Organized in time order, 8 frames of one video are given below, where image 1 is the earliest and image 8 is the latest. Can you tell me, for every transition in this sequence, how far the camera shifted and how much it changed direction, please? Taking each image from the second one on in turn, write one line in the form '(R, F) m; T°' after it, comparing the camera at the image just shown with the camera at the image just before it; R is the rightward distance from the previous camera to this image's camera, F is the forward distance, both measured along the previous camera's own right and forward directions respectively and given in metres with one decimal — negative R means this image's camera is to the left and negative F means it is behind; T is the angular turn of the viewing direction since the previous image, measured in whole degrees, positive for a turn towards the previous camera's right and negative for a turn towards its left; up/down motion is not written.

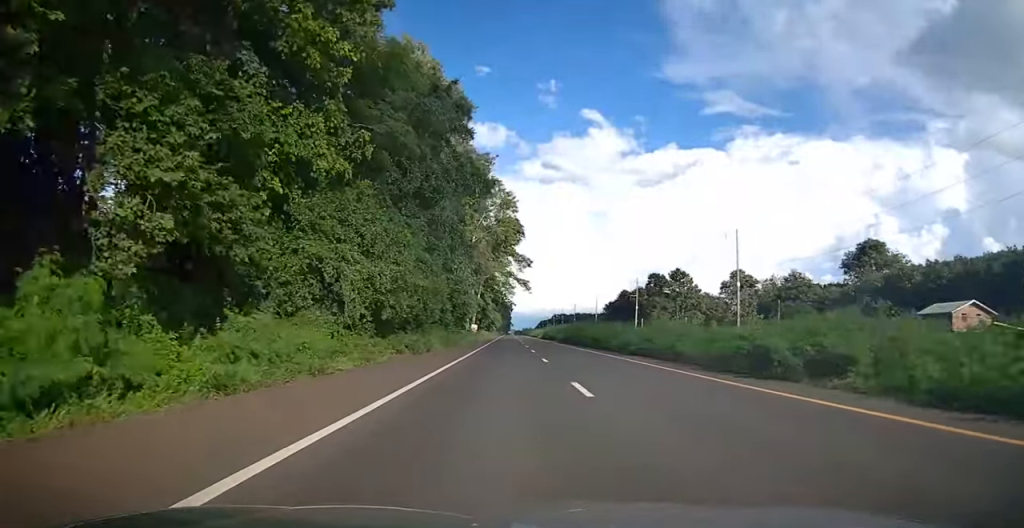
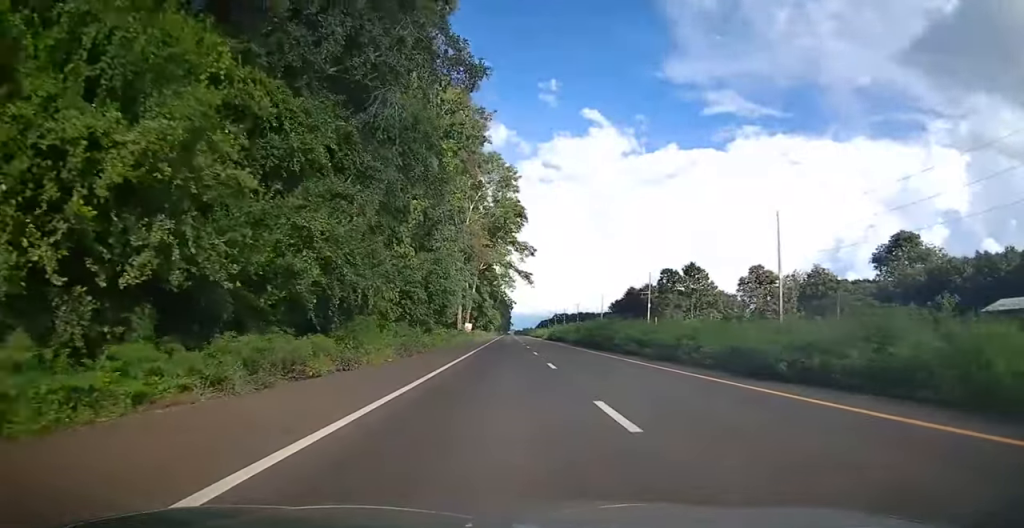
(-0.1, +15.8) m; 0°
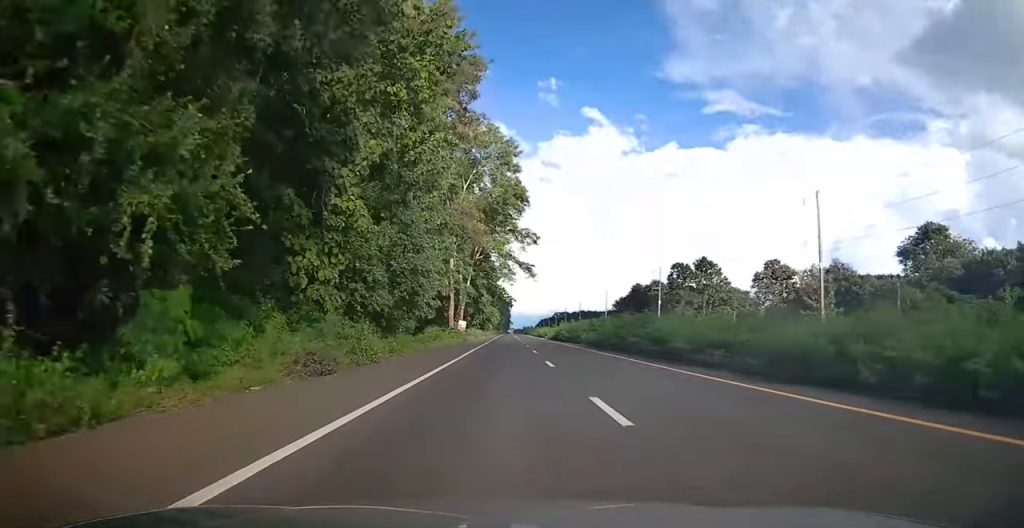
(0.0, +11.7) m; 0°
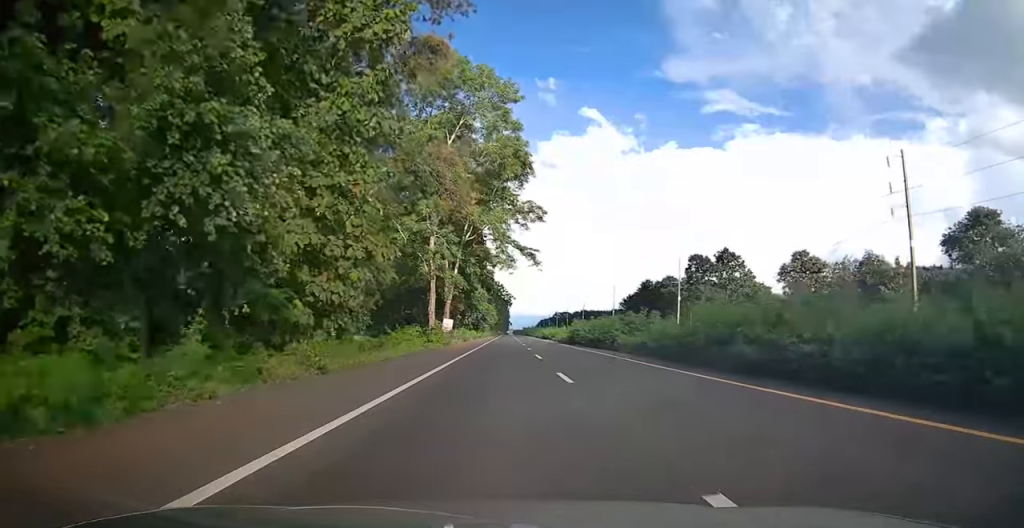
(+0.1, +18.3) m; 0°
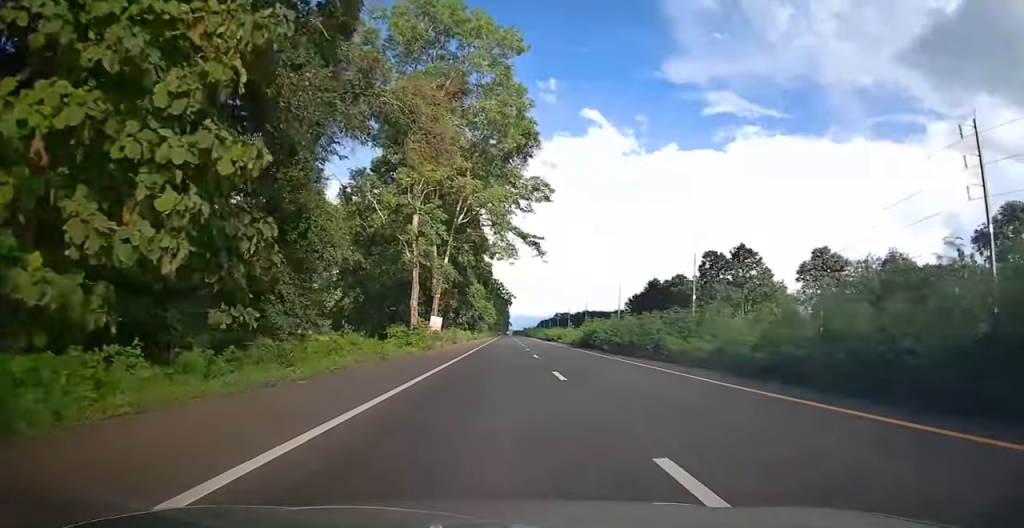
(-0.1, +10.7) m; 0°
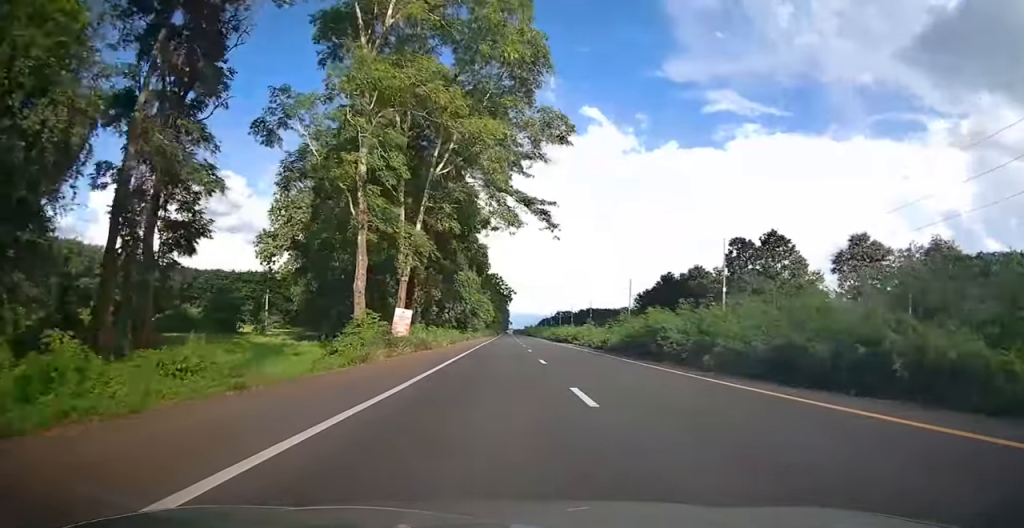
(0.0, +17.3) m; 0°
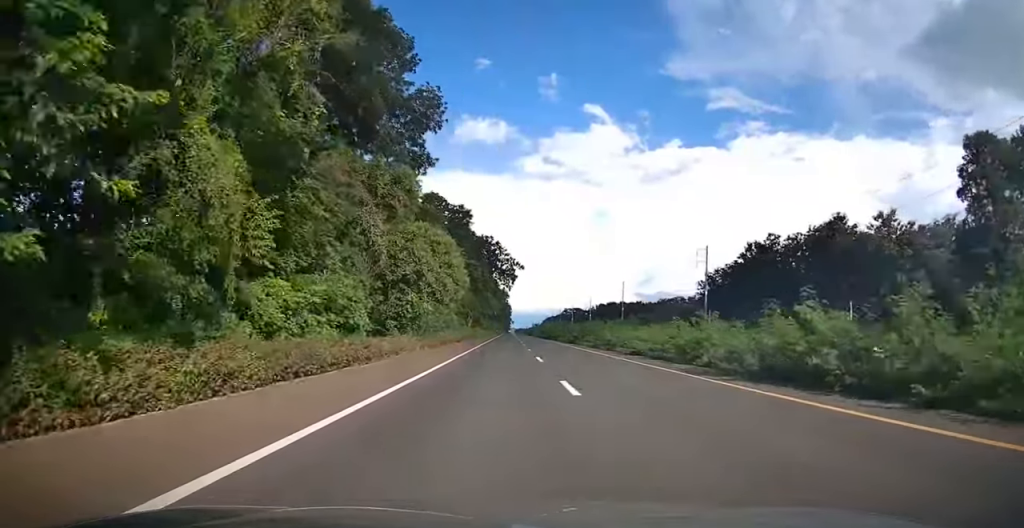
(+0.6, +69.7) m; +1°
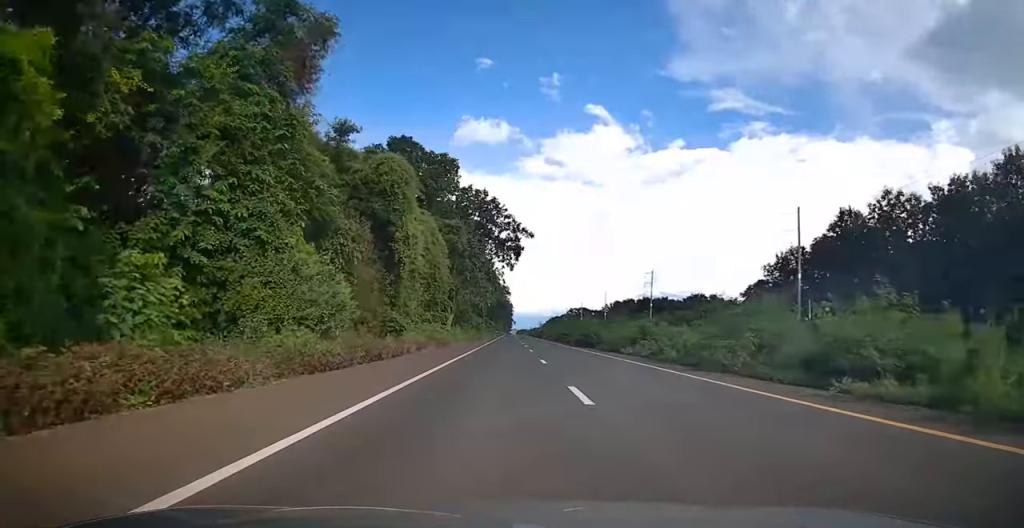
(-0.1, +36.7) m; 0°
